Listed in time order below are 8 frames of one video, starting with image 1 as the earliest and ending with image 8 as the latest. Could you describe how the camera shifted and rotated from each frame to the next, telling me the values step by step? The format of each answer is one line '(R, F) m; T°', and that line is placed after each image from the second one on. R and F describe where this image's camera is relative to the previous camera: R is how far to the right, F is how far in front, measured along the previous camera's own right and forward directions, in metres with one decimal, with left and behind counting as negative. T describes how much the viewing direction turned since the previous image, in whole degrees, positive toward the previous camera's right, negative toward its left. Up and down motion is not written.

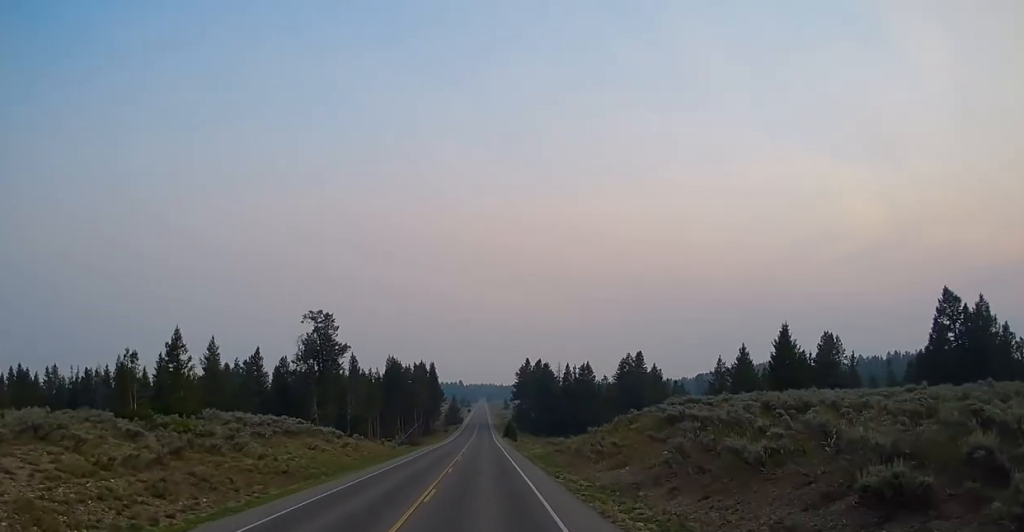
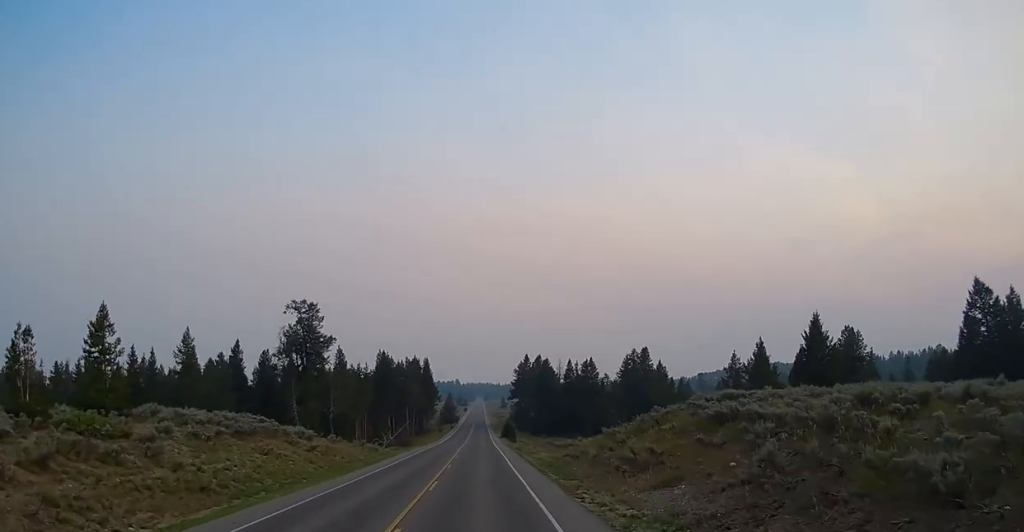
(+0.3, +9.1) m; -1°
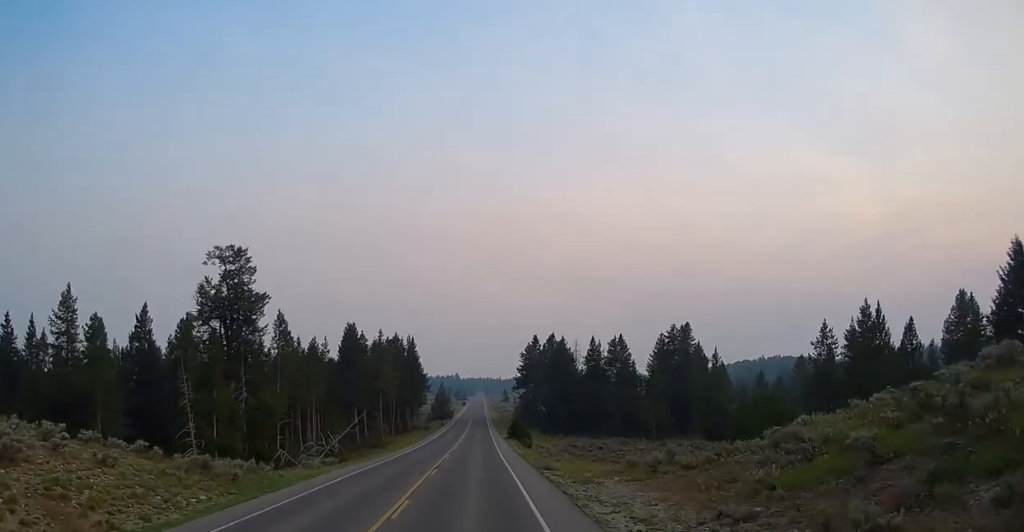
(-0.1, +31.6) m; +1°
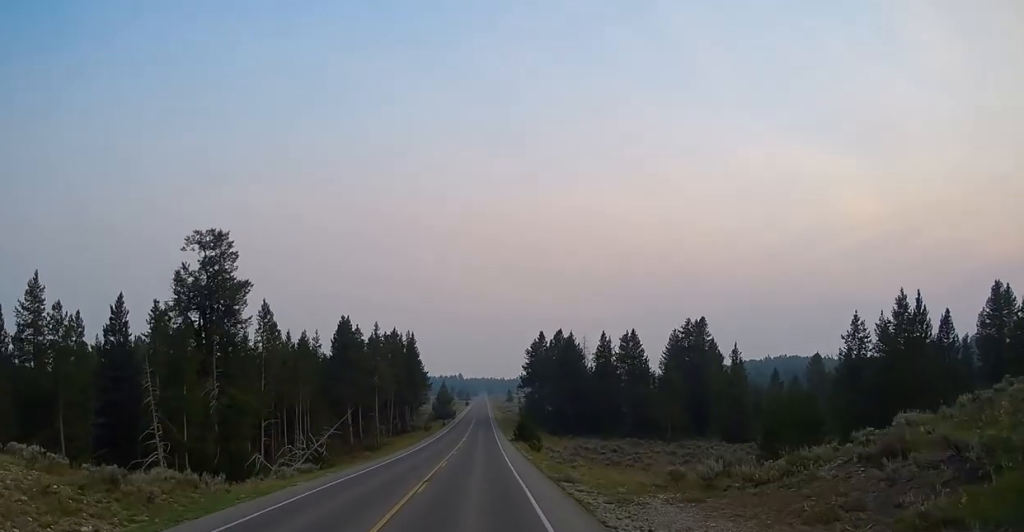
(-0.1, +7.0) m; -1°
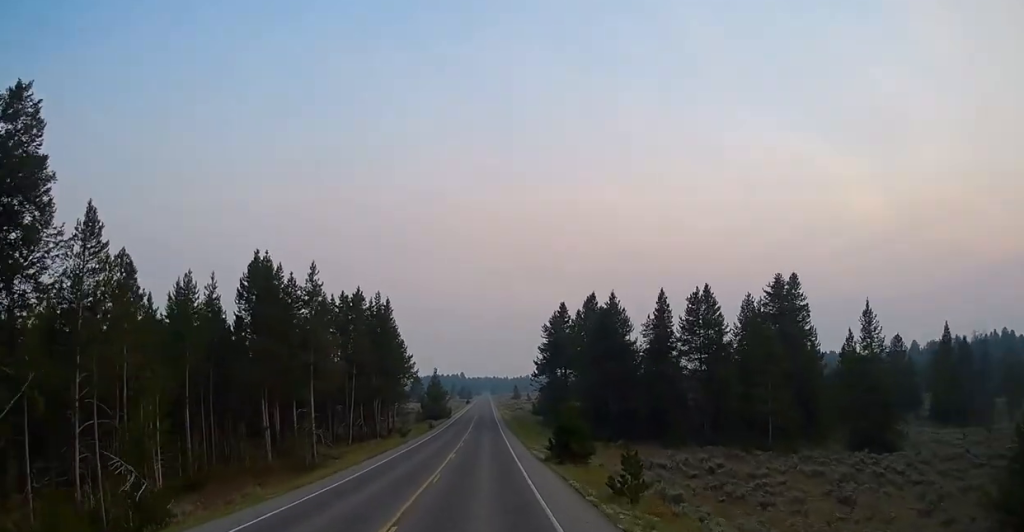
(-0.6, +35.4) m; -2°
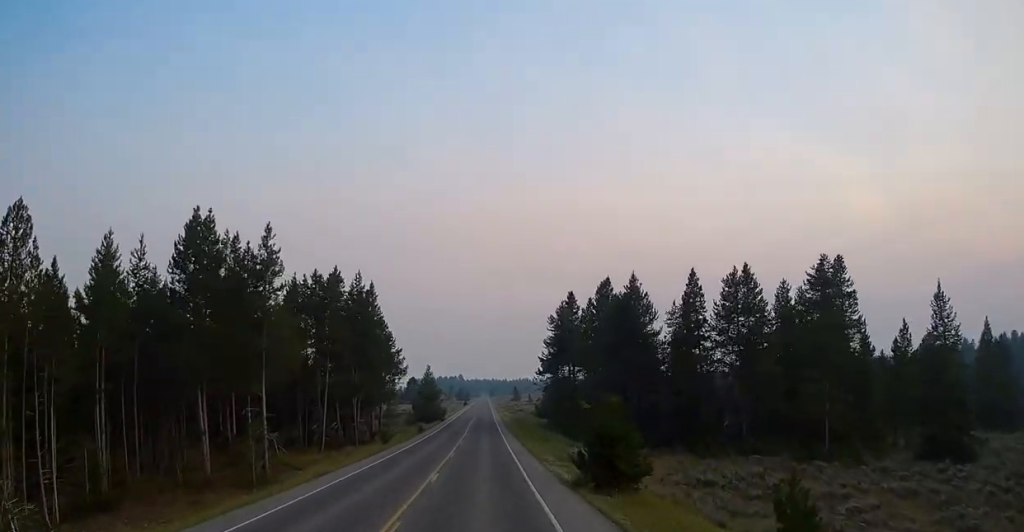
(0.0, +11.4) m; 0°
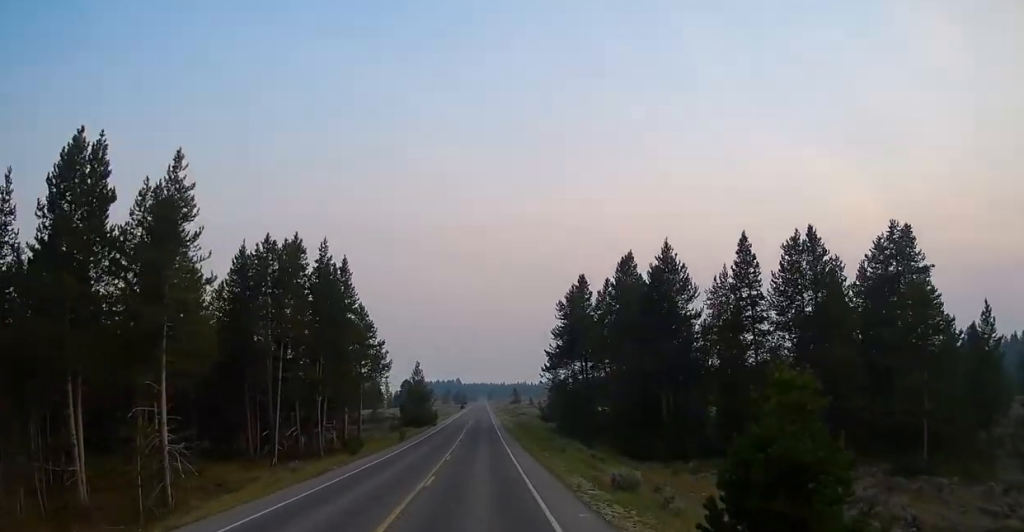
(-0.4, +13.0) m; 0°
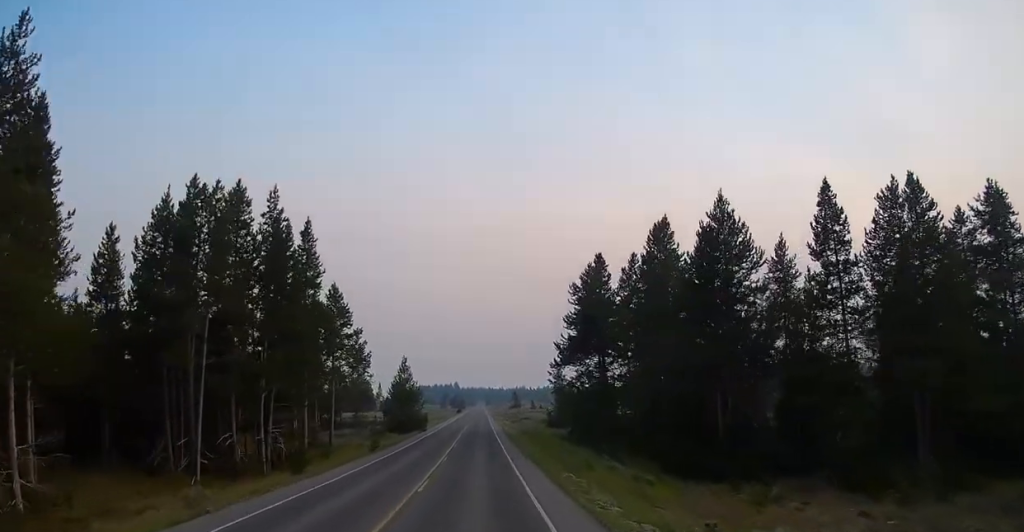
(+0.5, +12.6) m; +2°
